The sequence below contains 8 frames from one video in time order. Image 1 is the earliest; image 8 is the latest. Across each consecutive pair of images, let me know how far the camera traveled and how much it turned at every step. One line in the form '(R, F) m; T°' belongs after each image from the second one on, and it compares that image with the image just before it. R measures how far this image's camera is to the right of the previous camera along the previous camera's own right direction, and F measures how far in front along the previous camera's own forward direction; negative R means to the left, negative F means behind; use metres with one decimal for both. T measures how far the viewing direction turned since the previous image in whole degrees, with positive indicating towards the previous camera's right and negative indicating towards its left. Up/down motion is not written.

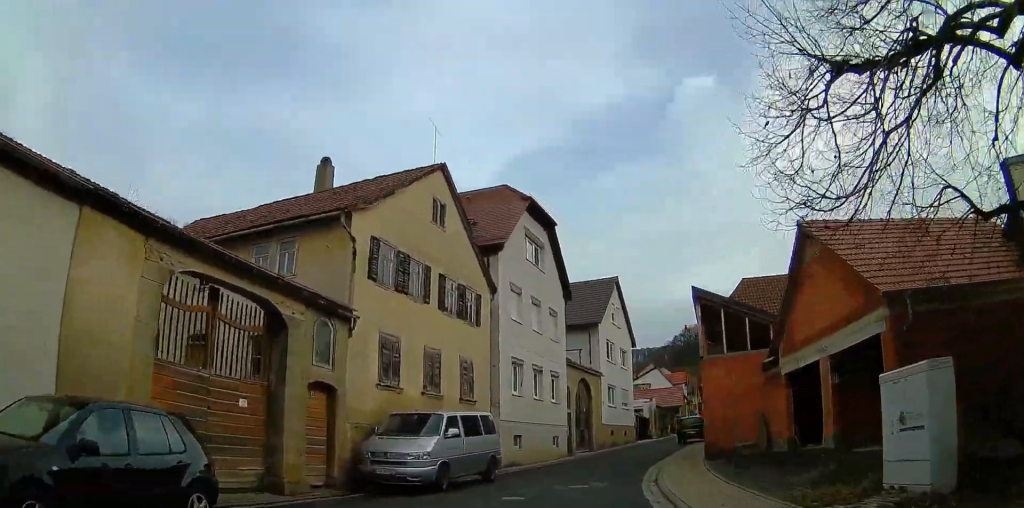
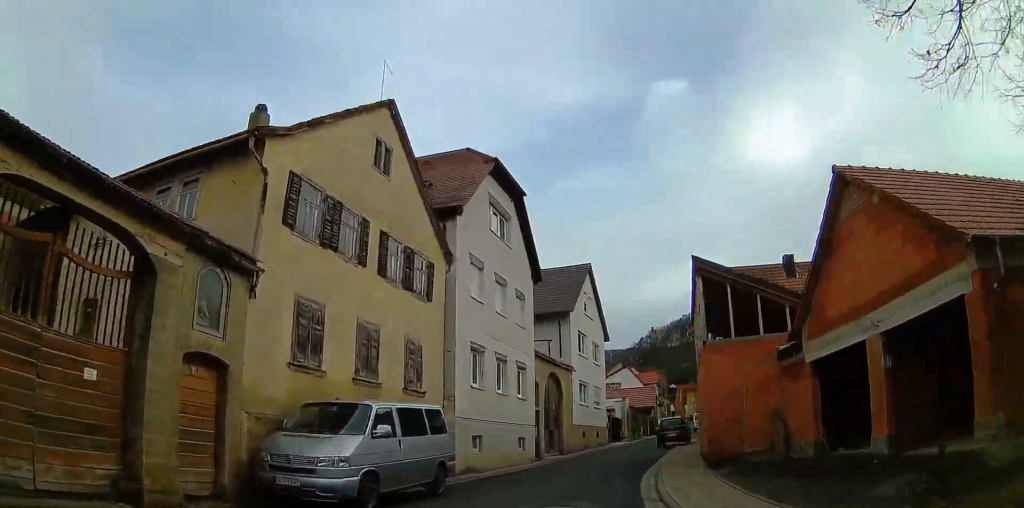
(+0.2, +4.0) m; +3°
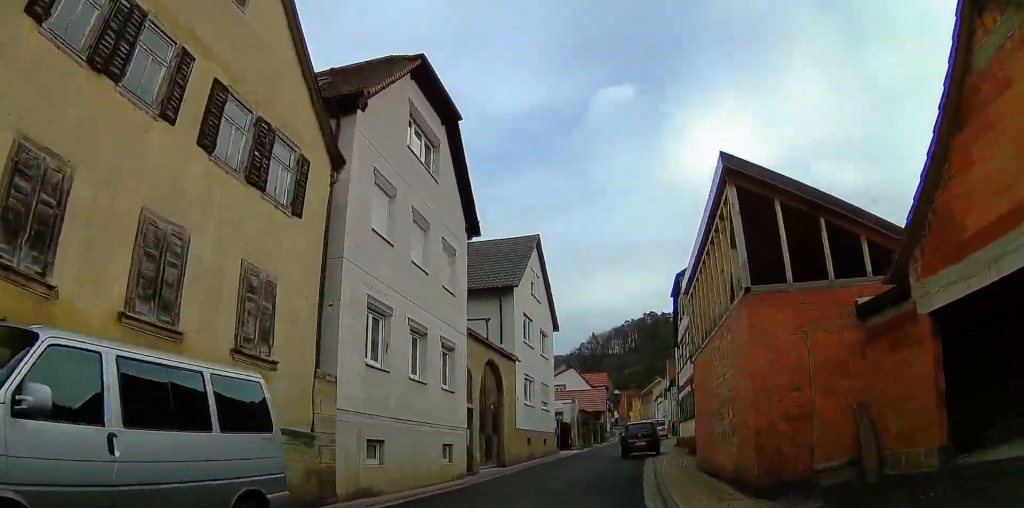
(0.0, +7.1) m; +6°
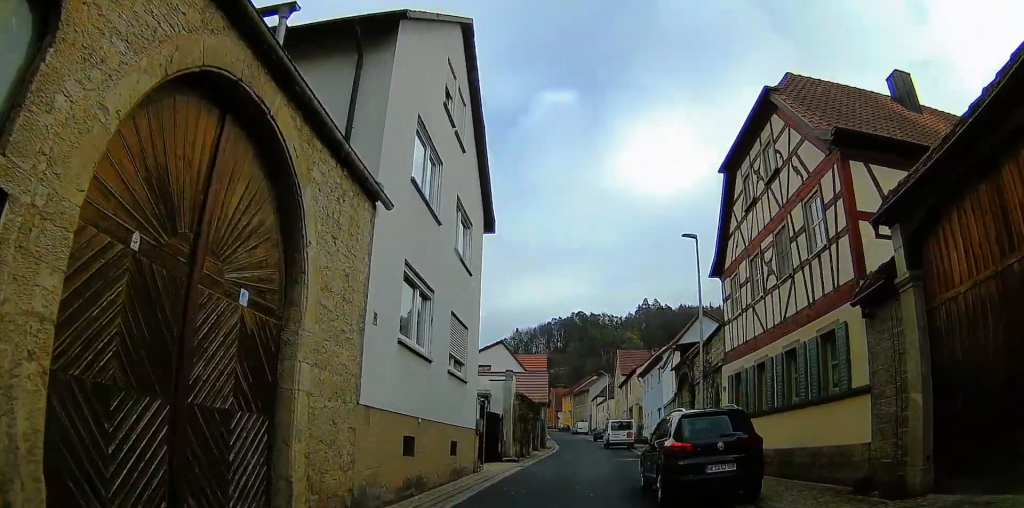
(+3.9, +18.1) m; +17°
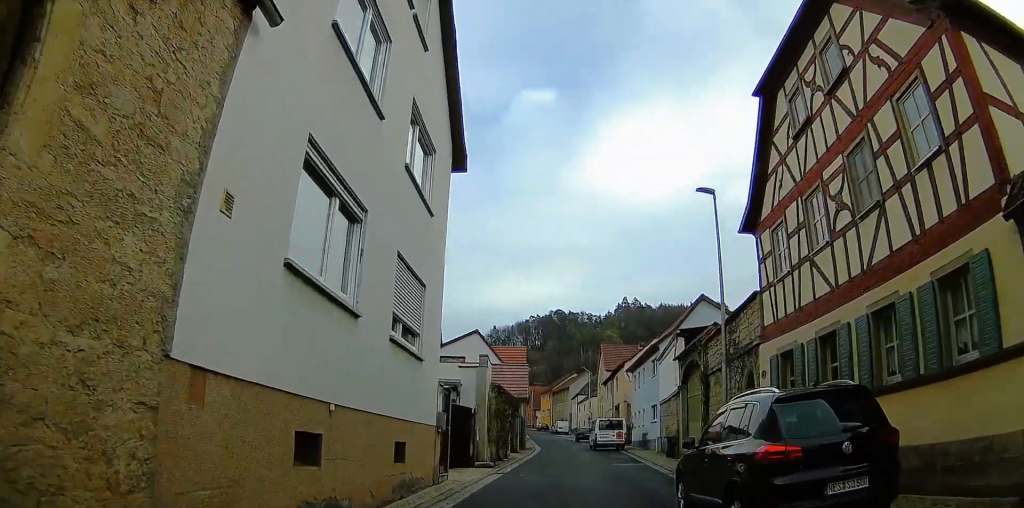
(0.0, +4.3) m; 0°
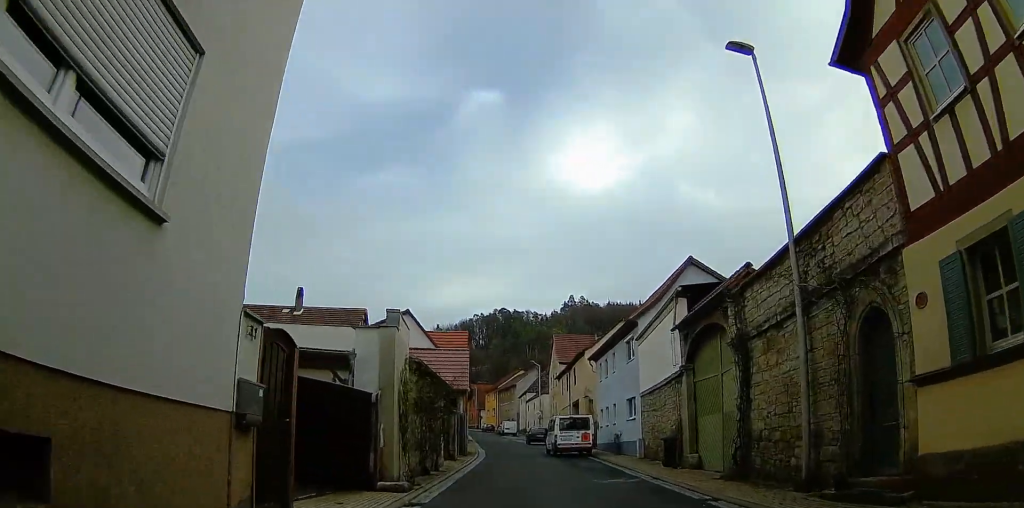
(0.0, +7.4) m; 0°
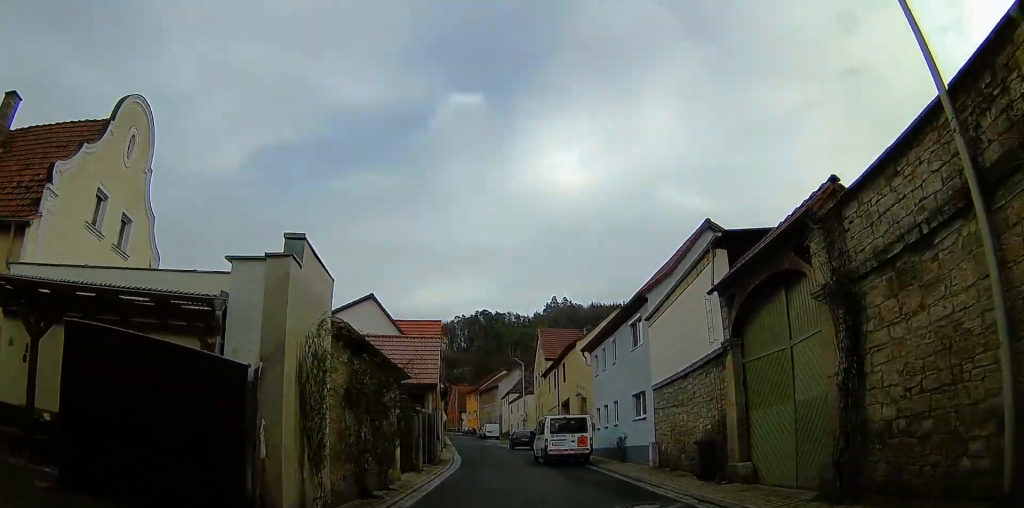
(0.0, +4.9) m; 0°
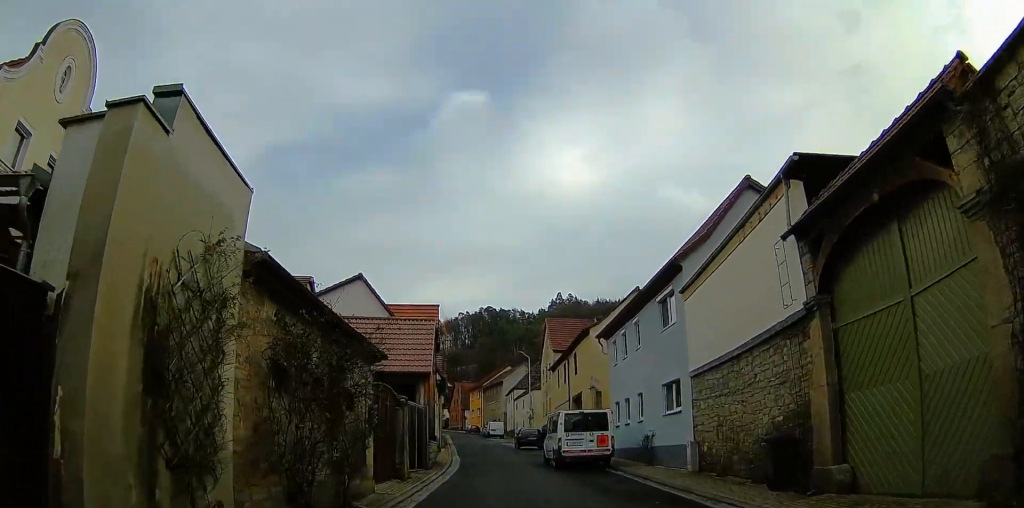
(0.0, +3.5) m; 0°
